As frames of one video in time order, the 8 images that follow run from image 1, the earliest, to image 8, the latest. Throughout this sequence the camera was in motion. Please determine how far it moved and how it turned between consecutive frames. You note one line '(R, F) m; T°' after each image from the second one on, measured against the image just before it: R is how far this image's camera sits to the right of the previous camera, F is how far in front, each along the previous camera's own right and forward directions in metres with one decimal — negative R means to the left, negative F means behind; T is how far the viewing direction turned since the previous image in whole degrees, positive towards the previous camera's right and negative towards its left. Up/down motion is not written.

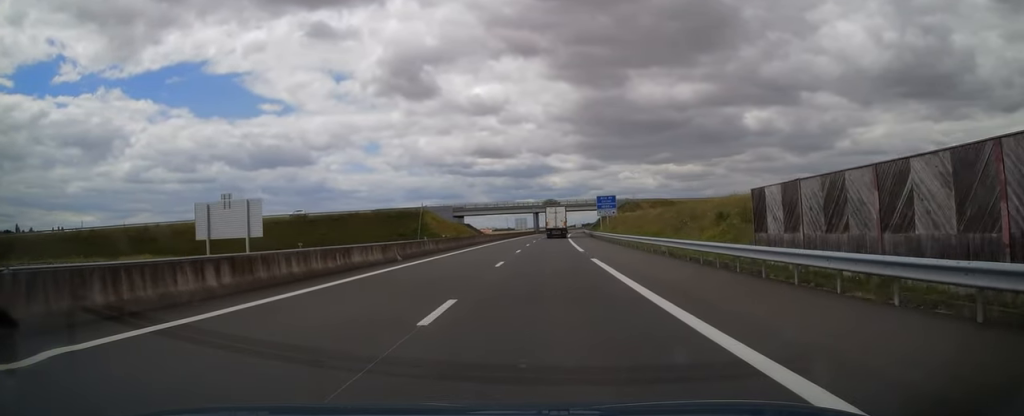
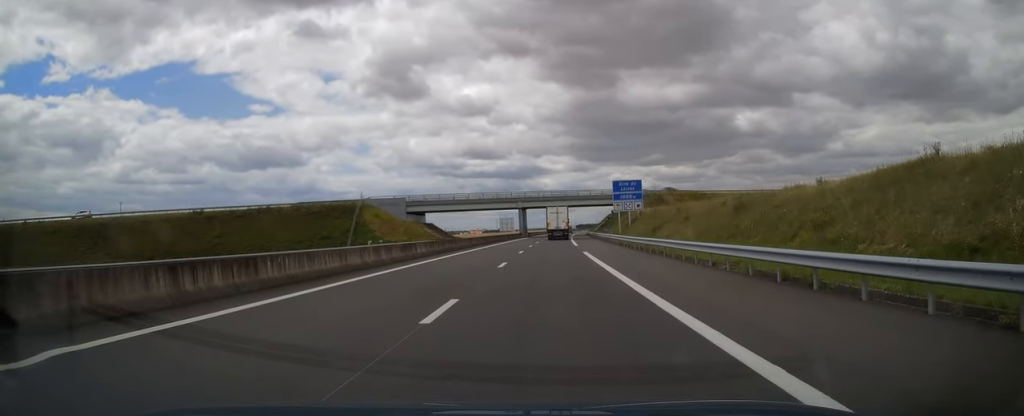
(0.0, +38.8) m; +1°
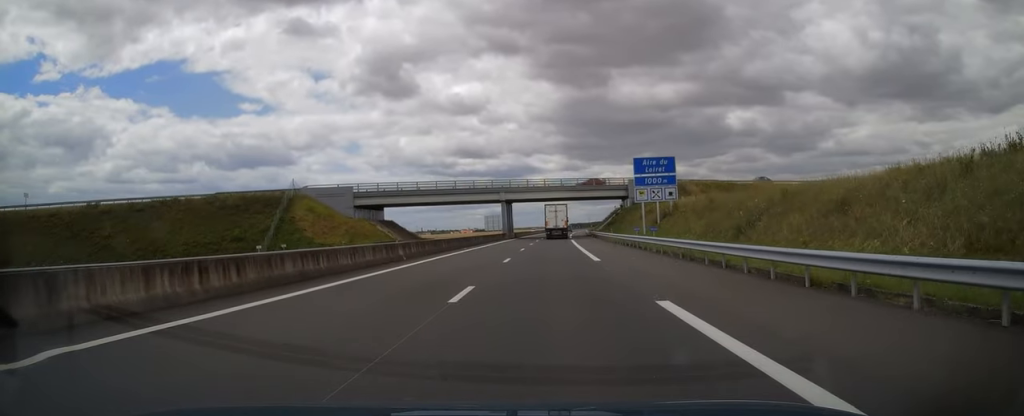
(+0.3, +23.5) m; +1°
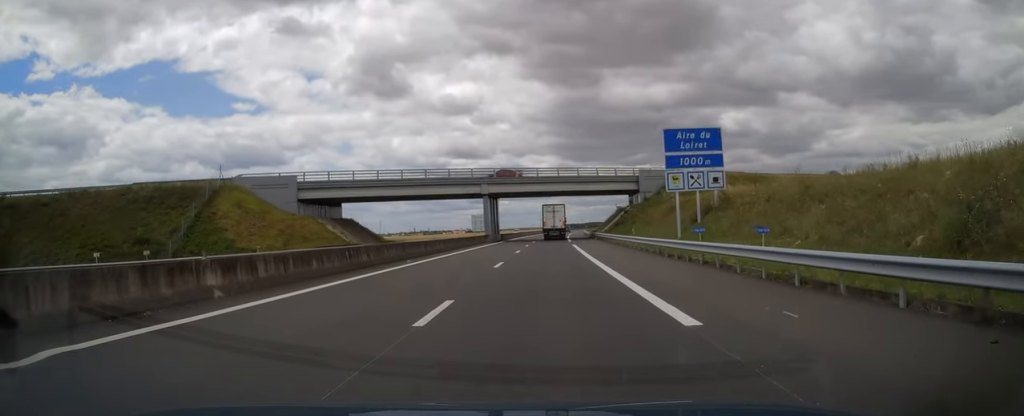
(+0.2, +15.6) m; +1°
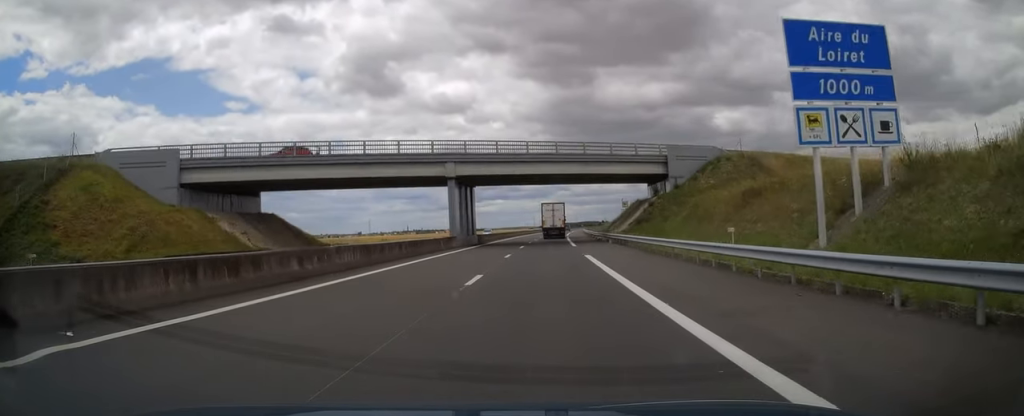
(+0.2, +19.8) m; +1°
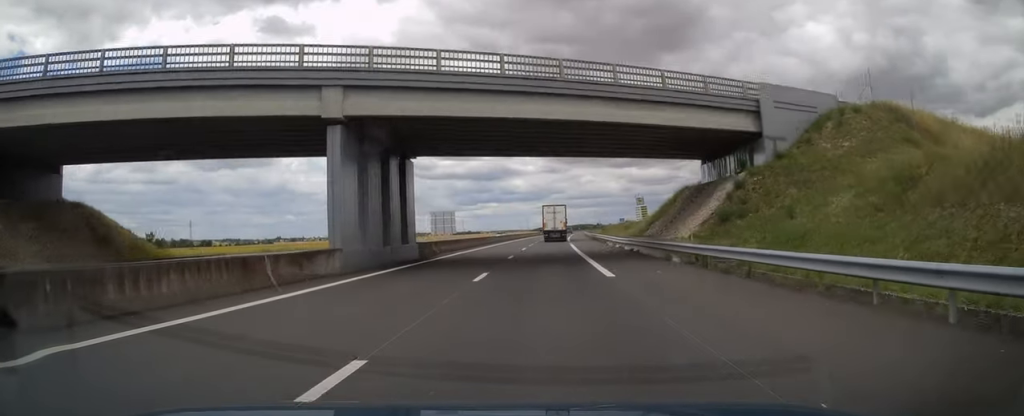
(0.0, +24.0) m; 0°
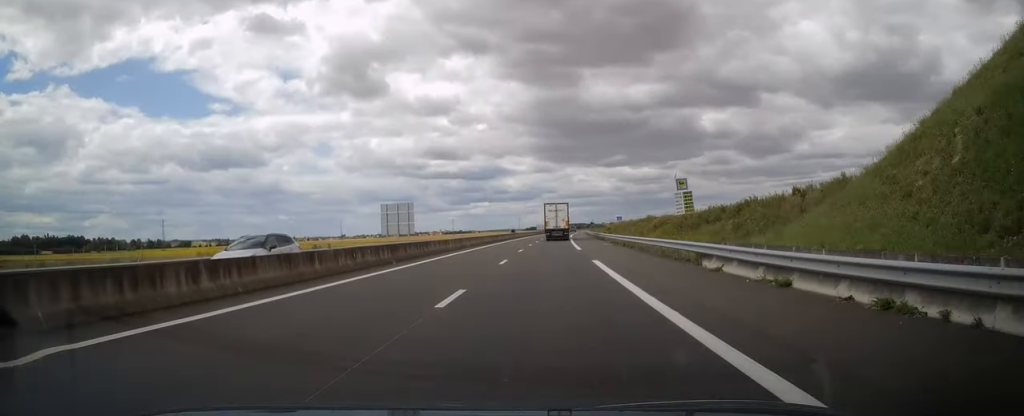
(0.0, +31.7) m; 0°
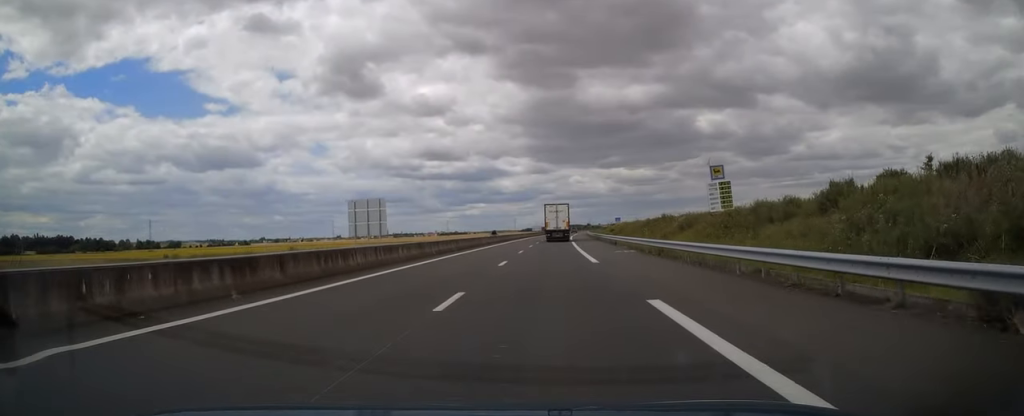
(0.0, +13.5) m; 0°
